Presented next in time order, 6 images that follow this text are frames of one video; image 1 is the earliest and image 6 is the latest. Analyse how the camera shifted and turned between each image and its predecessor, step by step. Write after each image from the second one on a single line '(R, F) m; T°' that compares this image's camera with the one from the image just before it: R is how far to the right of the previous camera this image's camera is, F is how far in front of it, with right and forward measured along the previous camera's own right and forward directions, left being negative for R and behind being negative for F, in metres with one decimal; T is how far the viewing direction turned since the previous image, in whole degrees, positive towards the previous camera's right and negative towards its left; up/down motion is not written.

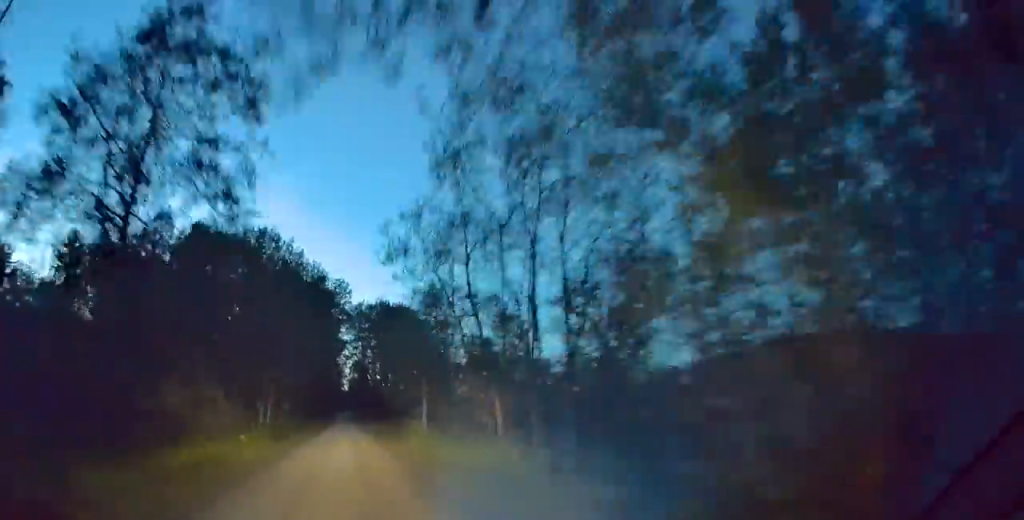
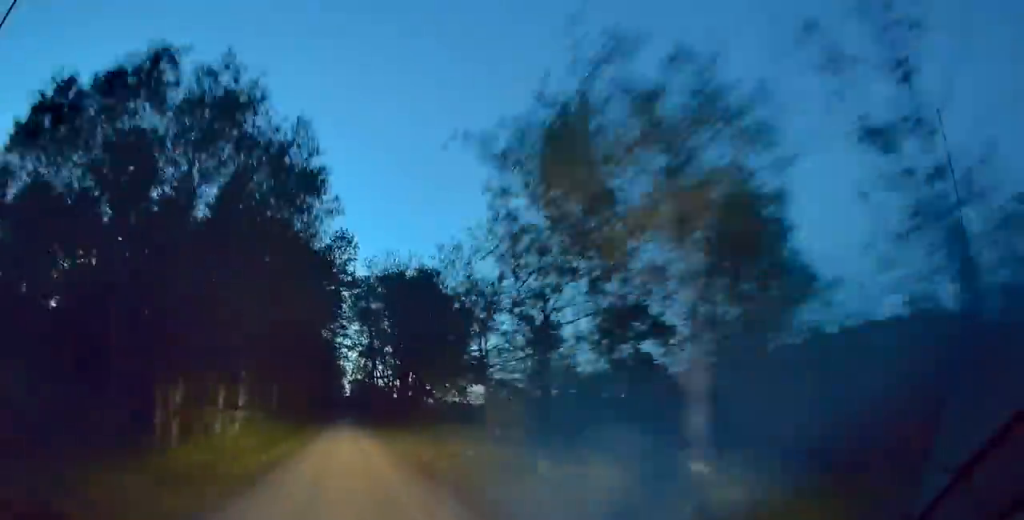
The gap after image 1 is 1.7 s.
(-0.1, +24.6) m; 0°
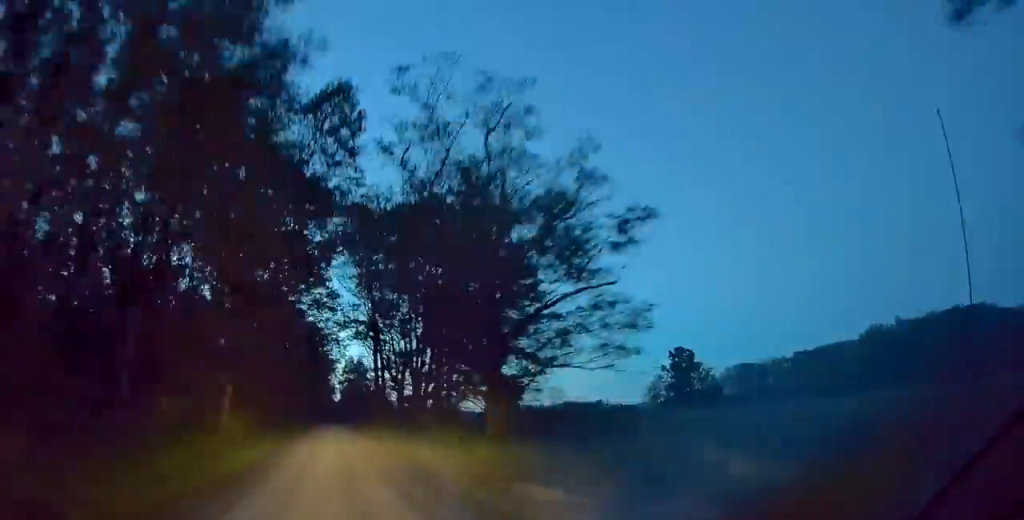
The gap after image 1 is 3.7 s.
(+0.3, +27.9) m; 0°
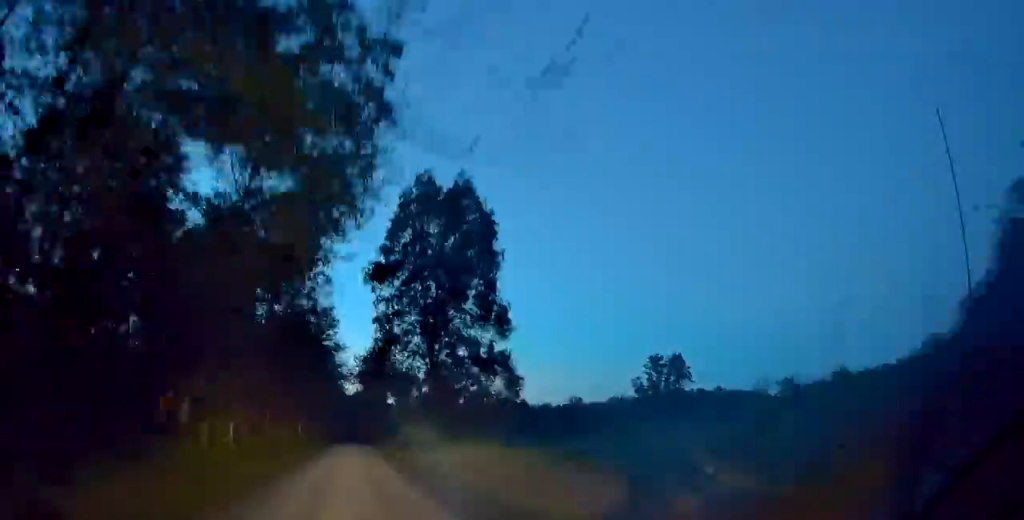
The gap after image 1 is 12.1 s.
(-0.3, +114.1) m; 0°
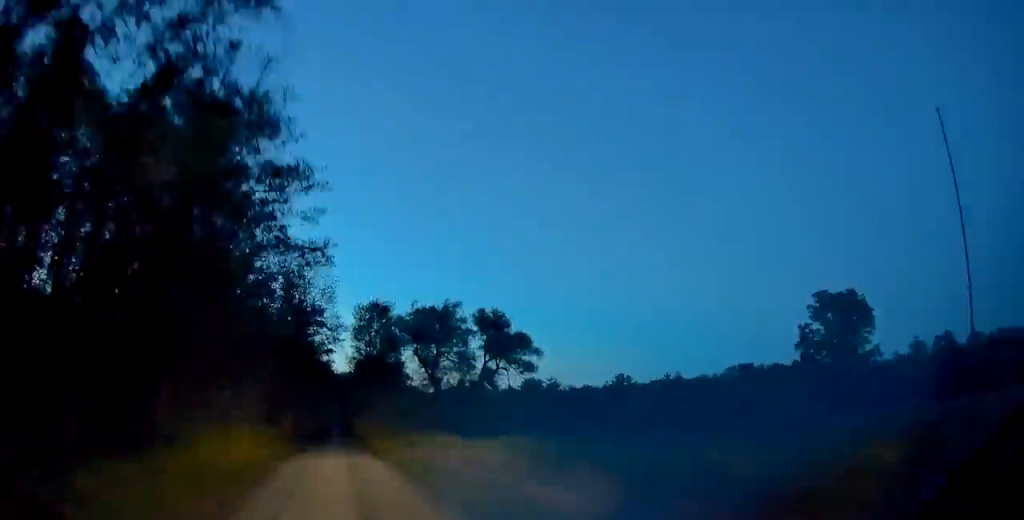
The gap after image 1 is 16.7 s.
(+0.3, +61.0) m; 0°
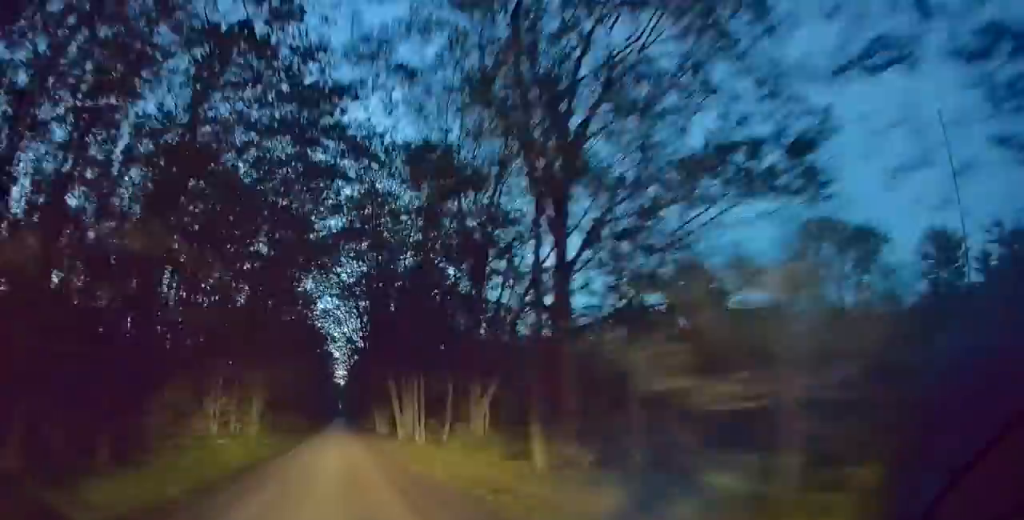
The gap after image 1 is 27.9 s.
(-0.9, +153.8) m; 0°
